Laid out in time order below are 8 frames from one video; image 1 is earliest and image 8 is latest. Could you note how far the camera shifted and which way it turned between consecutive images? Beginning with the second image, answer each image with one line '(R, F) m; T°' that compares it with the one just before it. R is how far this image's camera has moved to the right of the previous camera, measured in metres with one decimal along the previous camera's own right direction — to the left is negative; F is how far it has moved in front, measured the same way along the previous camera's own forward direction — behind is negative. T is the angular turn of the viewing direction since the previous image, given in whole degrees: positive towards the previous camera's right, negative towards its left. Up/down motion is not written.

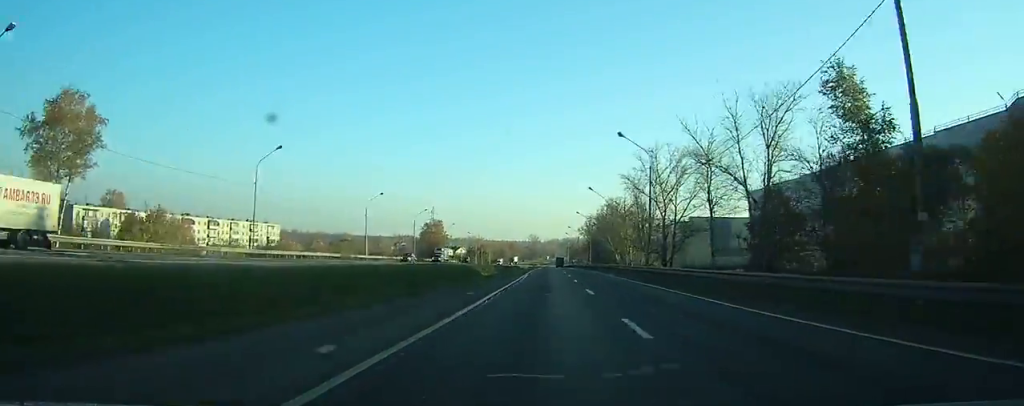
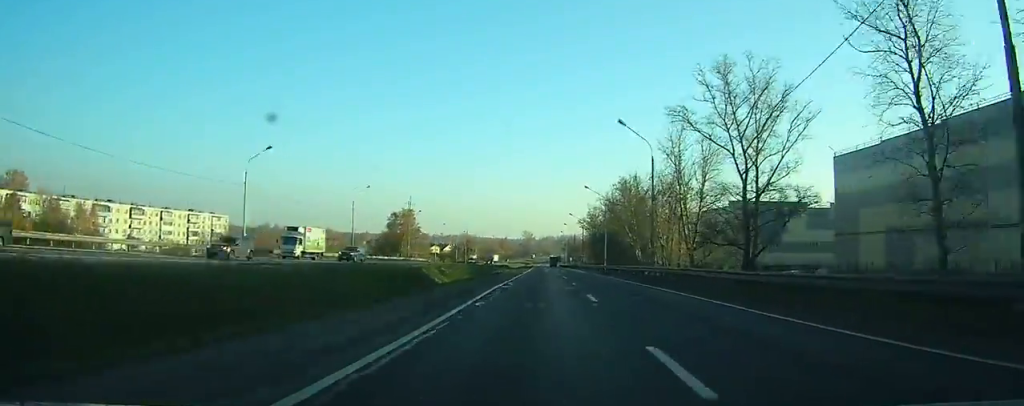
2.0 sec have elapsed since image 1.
(+0.1, +40.2) m; 0°
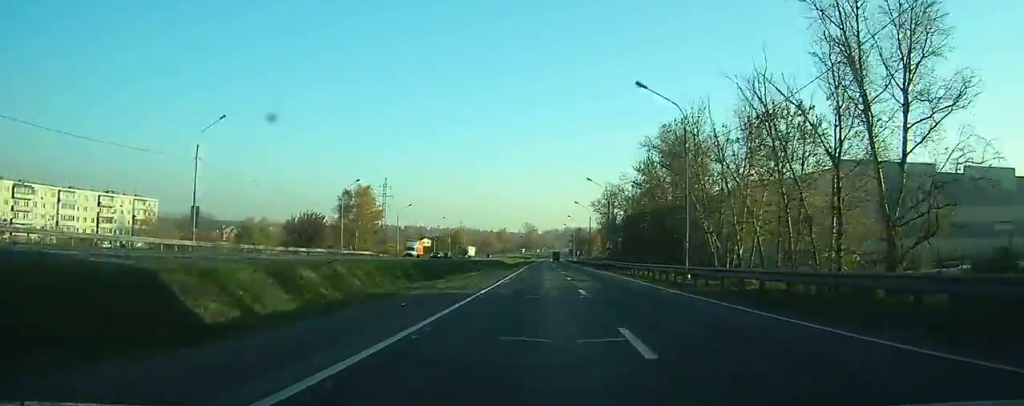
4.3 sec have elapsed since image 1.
(+0.1, +46.3) m; 0°
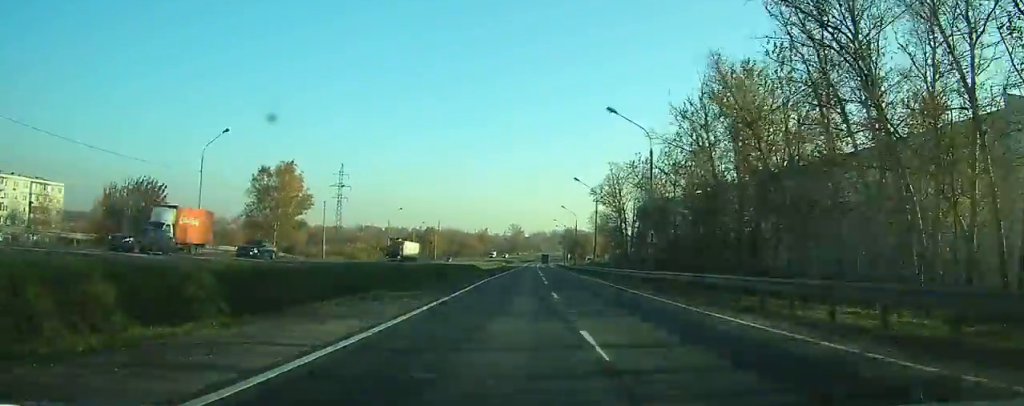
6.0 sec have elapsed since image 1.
(0.0, +36.1) m; 0°
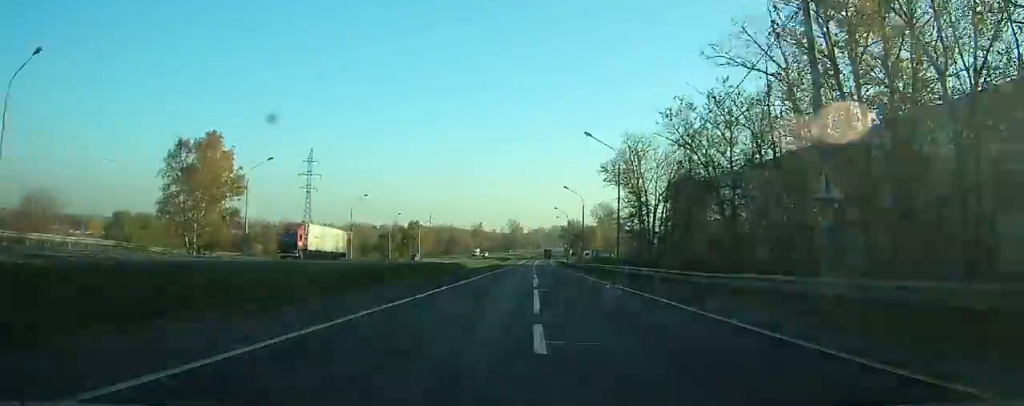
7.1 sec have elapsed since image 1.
(+0.1, +23.9) m; 0°
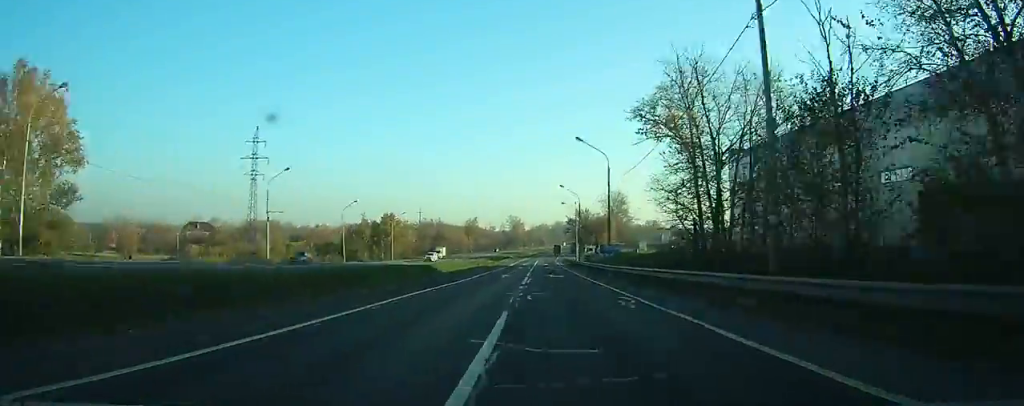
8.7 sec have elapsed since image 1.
(+0.2, +32.6) m; 0°
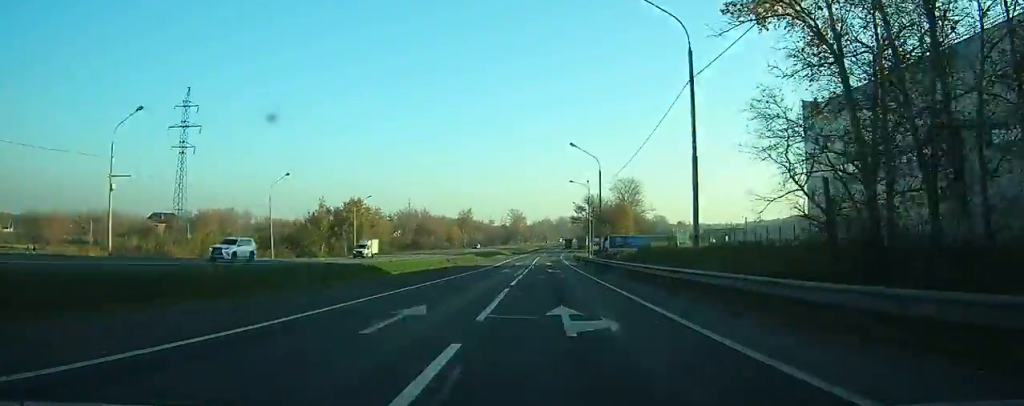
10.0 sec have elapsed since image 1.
(0.0, +28.7) m; 0°
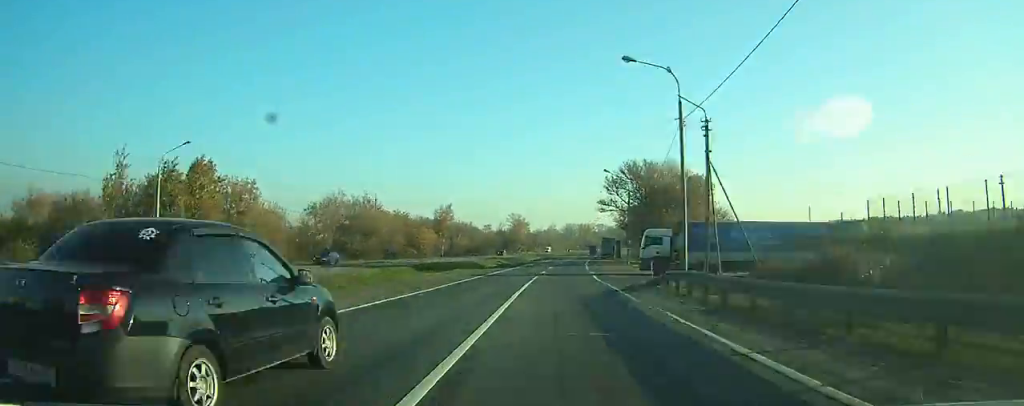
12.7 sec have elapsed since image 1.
(-0.2, +59.3) m; 0°
